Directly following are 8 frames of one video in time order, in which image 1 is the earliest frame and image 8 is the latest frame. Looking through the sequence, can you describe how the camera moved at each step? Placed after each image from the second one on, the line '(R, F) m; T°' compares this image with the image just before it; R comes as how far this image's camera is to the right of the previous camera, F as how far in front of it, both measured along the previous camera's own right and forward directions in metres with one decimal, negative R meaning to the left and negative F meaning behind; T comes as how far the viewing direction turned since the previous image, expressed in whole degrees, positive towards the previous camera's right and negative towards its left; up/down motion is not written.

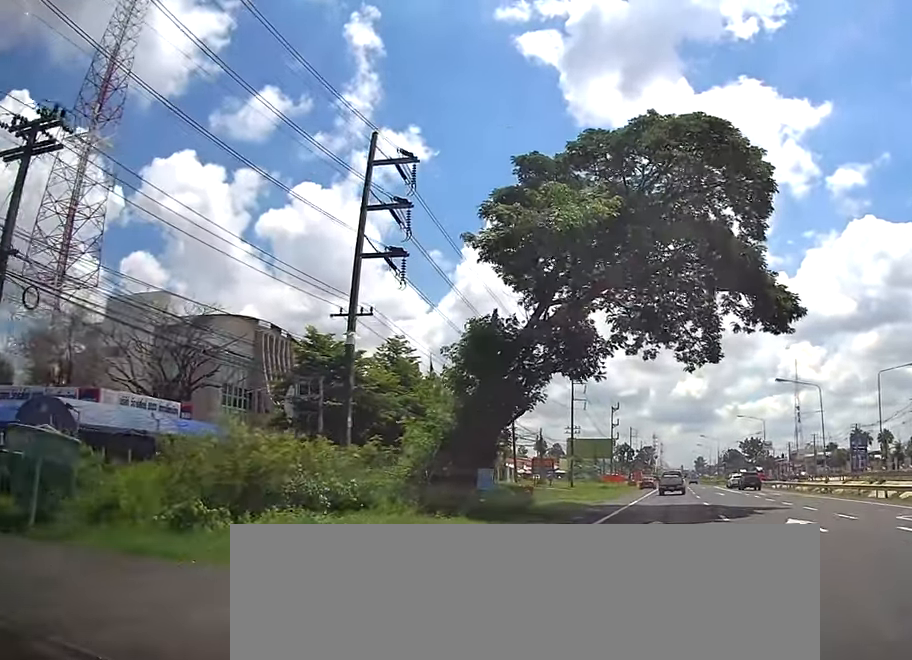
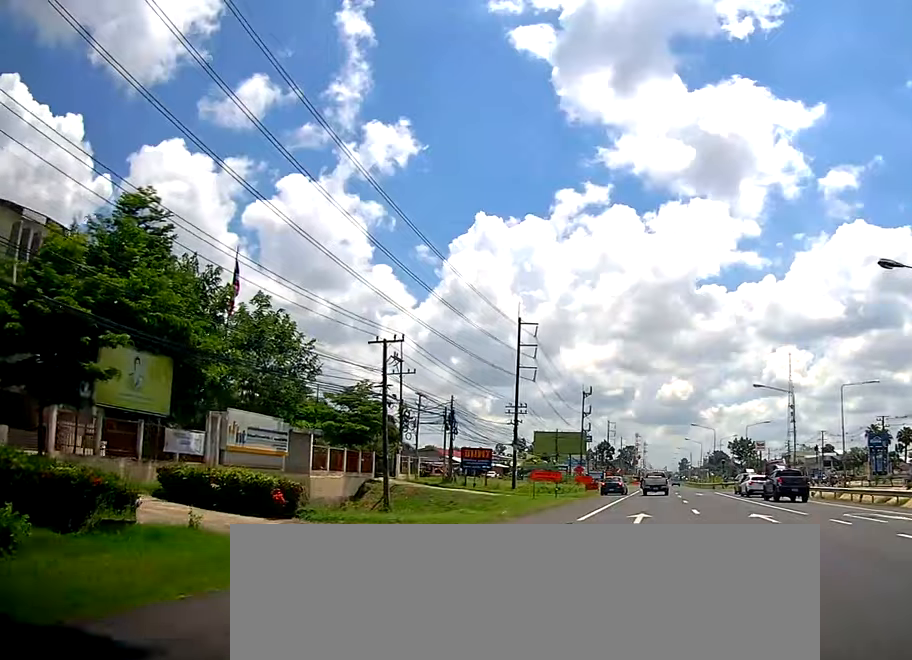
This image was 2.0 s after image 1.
(+0.3, +31.2) m; +1°
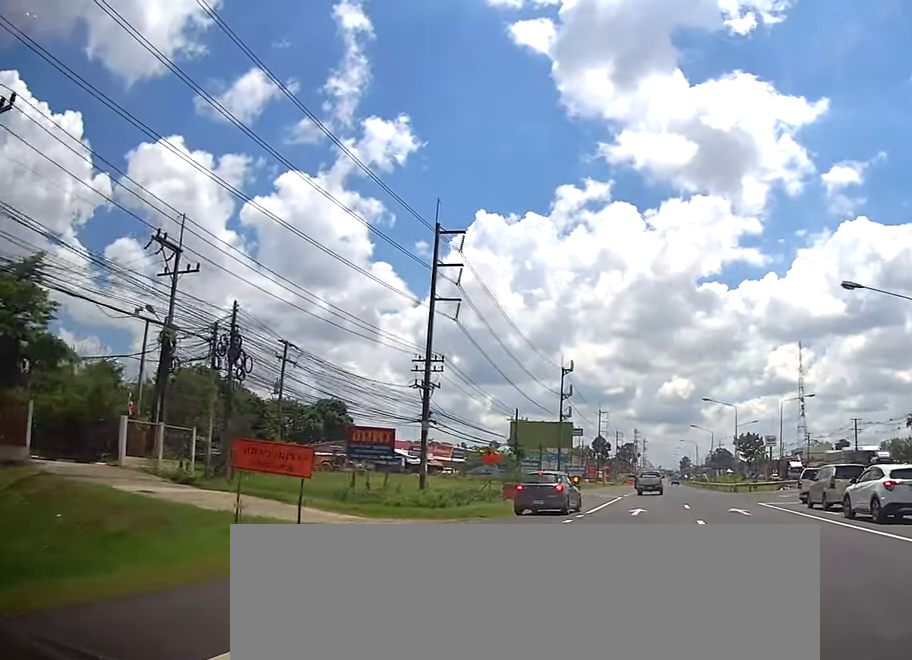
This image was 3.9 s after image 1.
(+0.8, +30.6) m; 0°
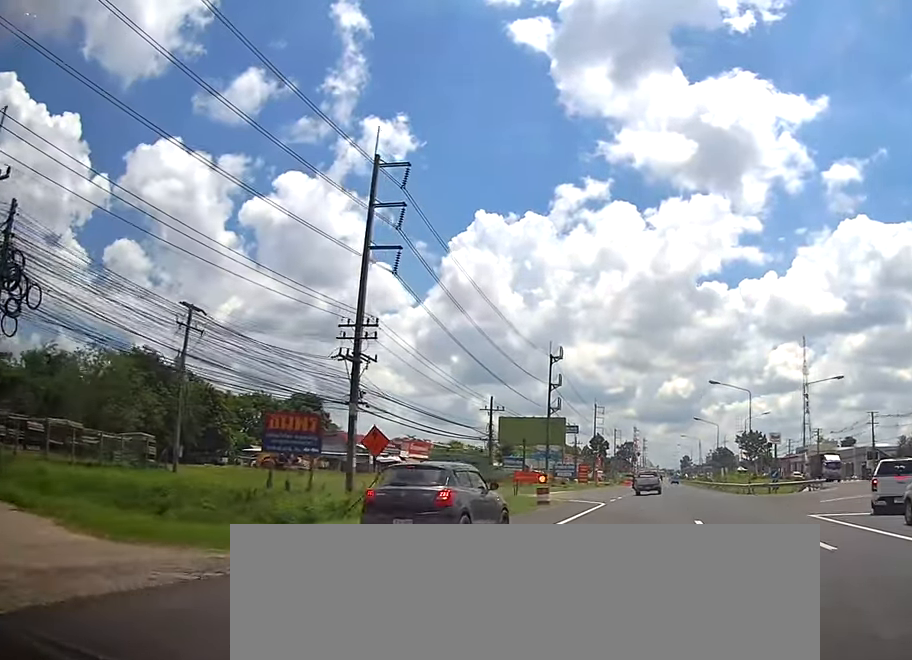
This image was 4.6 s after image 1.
(0.0, +12.2) m; -2°
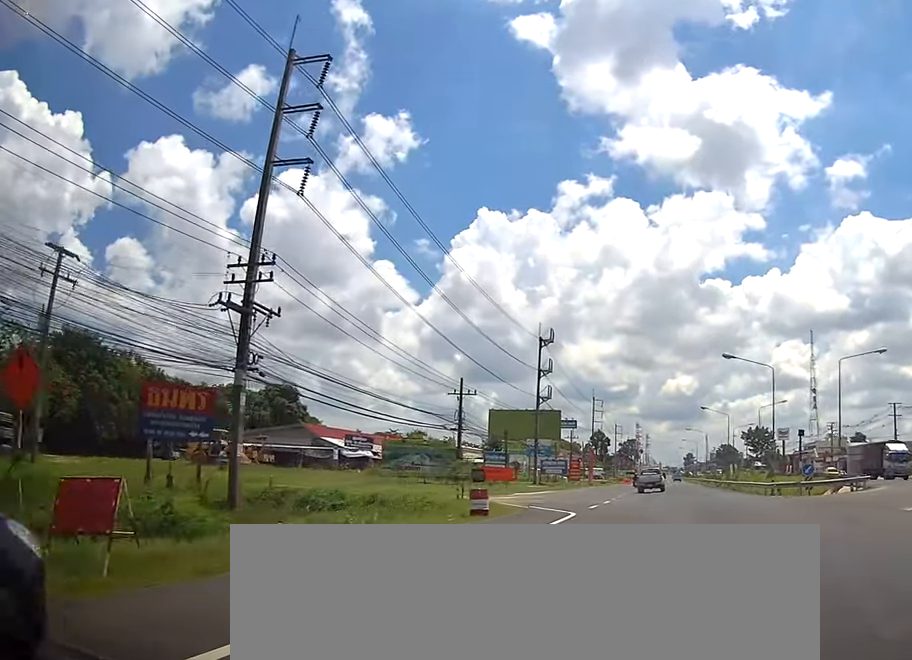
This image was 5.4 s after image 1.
(-0.4, +11.5) m; 0°
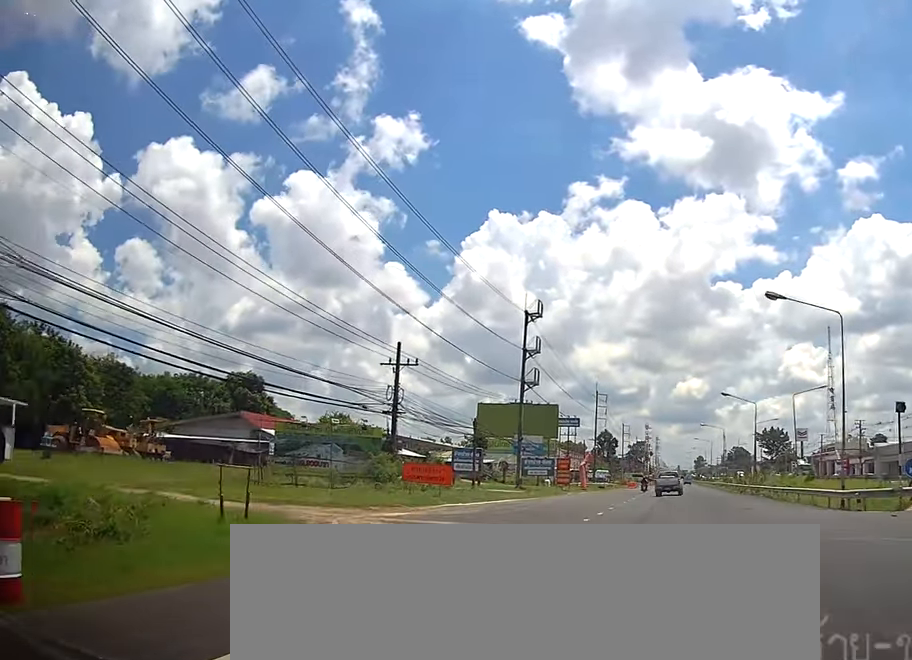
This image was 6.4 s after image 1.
(+0.3, +16.7) m; +2°
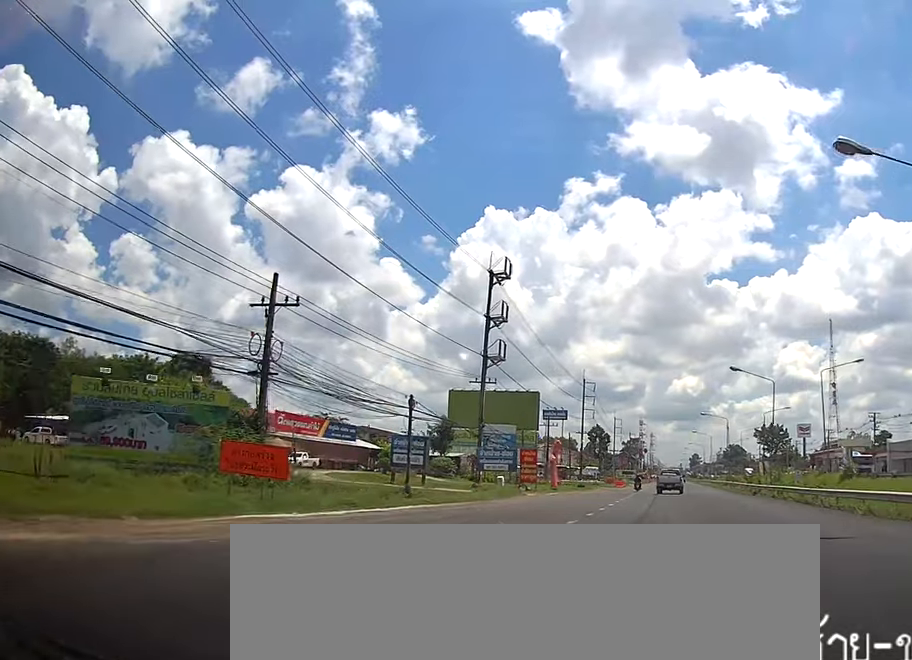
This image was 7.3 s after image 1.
(+0.2, +14.6) m; -1°
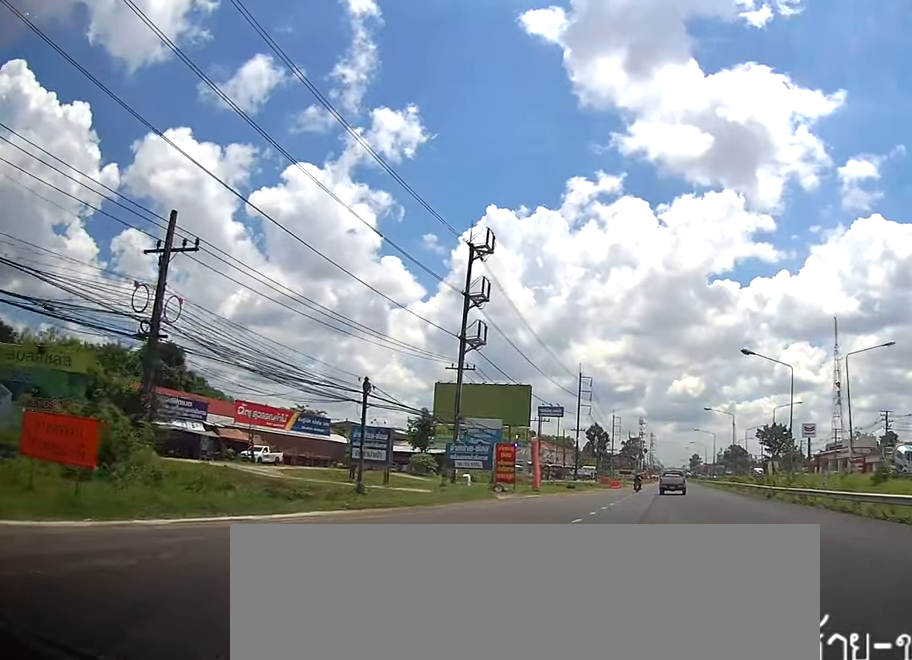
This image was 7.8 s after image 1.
(+0.1, +7.5) m; -1°
